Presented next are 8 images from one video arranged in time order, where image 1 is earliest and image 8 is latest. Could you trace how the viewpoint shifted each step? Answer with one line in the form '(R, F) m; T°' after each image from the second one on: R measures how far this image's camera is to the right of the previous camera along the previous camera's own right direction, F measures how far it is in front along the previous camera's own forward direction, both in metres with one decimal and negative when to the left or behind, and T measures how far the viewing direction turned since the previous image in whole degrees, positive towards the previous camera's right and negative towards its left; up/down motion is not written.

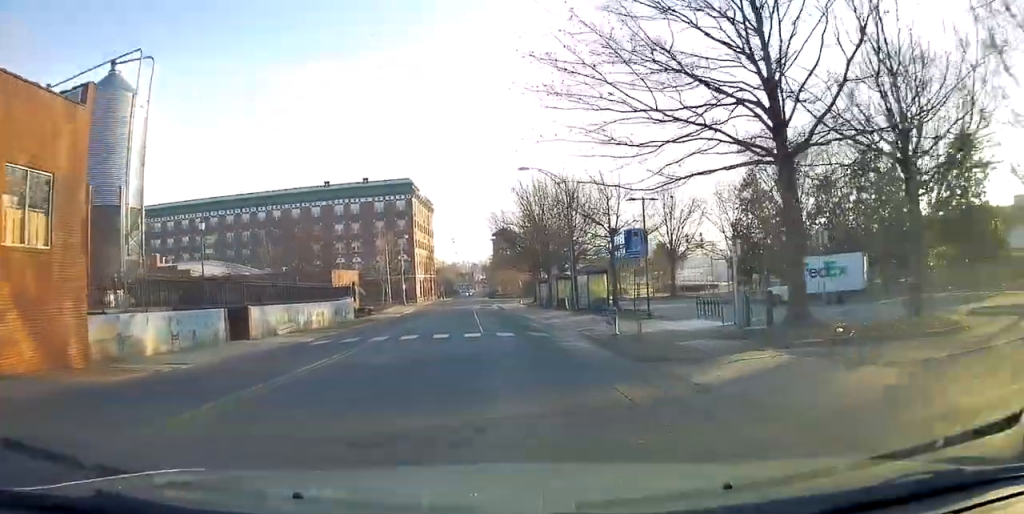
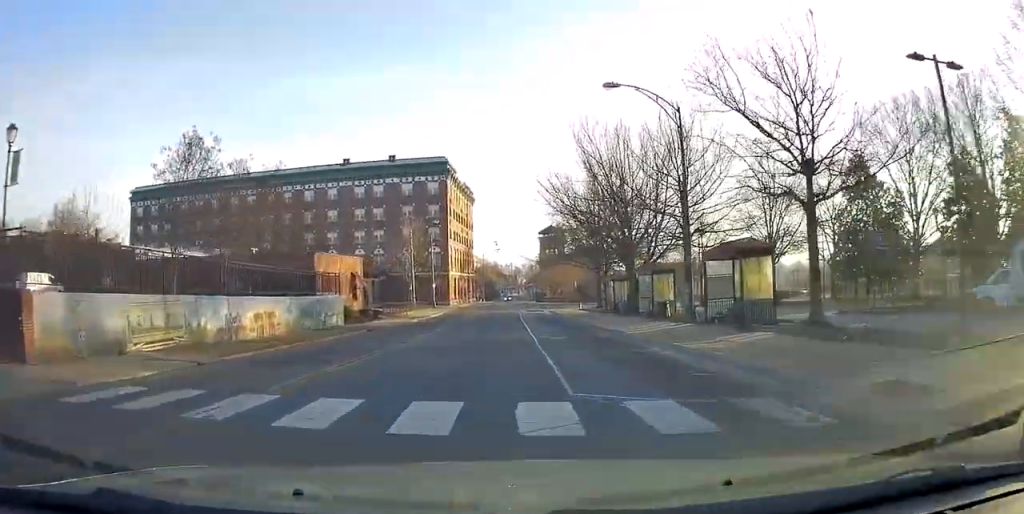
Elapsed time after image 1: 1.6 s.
(-0.5, +17.6) m; -2°
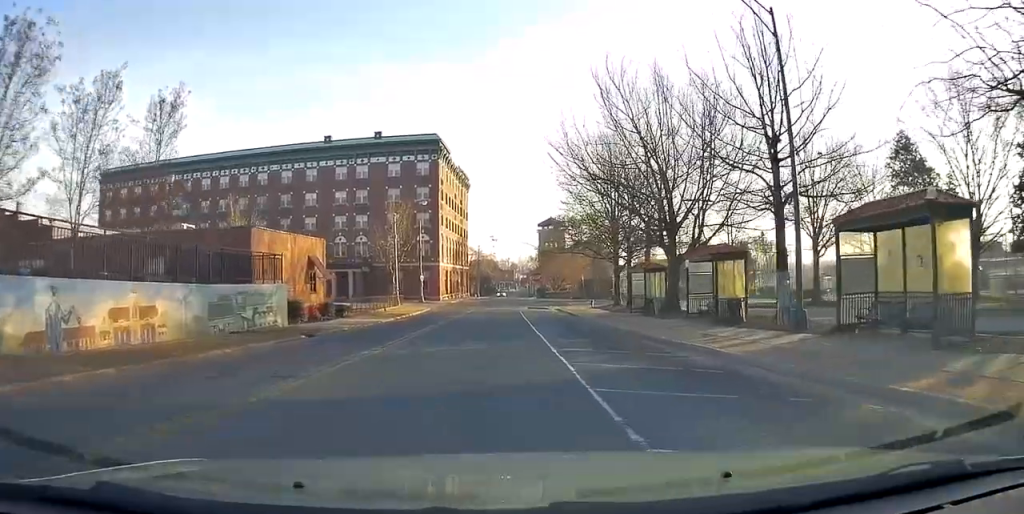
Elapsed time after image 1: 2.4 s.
(0.0, +9.7) m; -1°
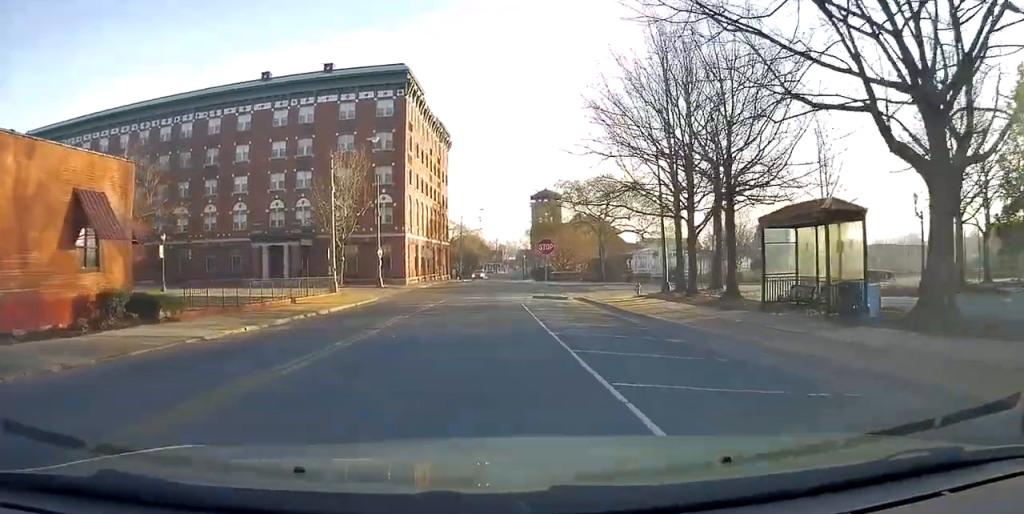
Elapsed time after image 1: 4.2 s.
(-0.2, +19.7) m; +1°
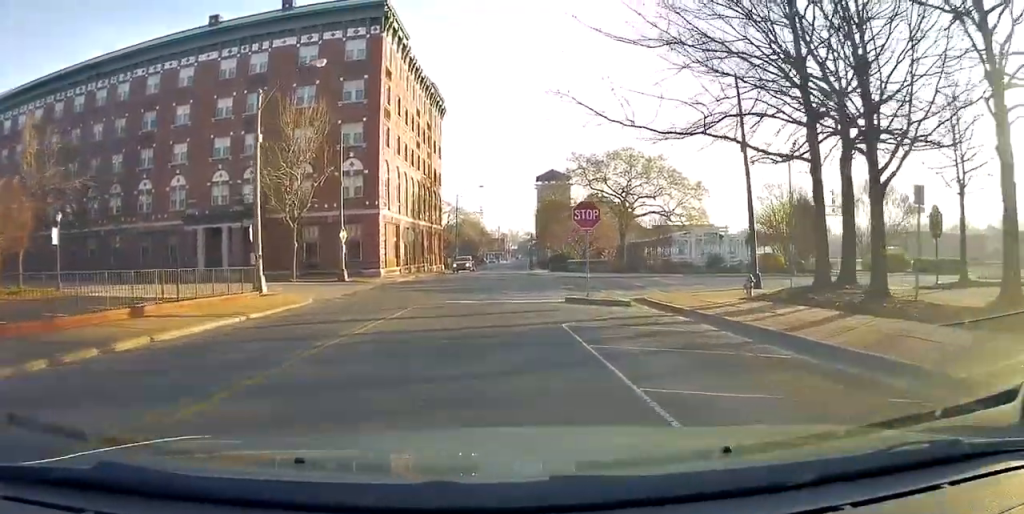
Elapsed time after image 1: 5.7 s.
(+0.1, +15.3) m; -1°
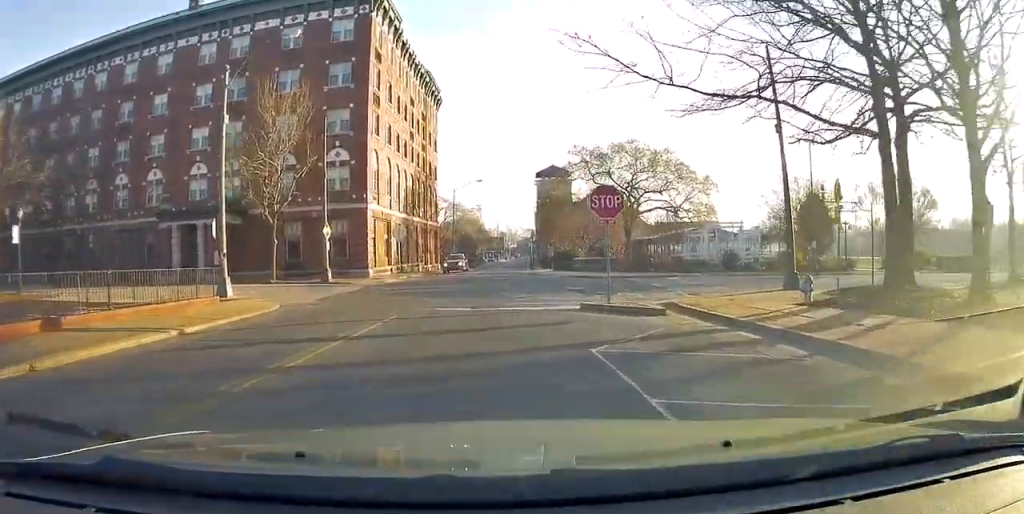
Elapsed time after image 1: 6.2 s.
(0.0, +4.2) m; 0°
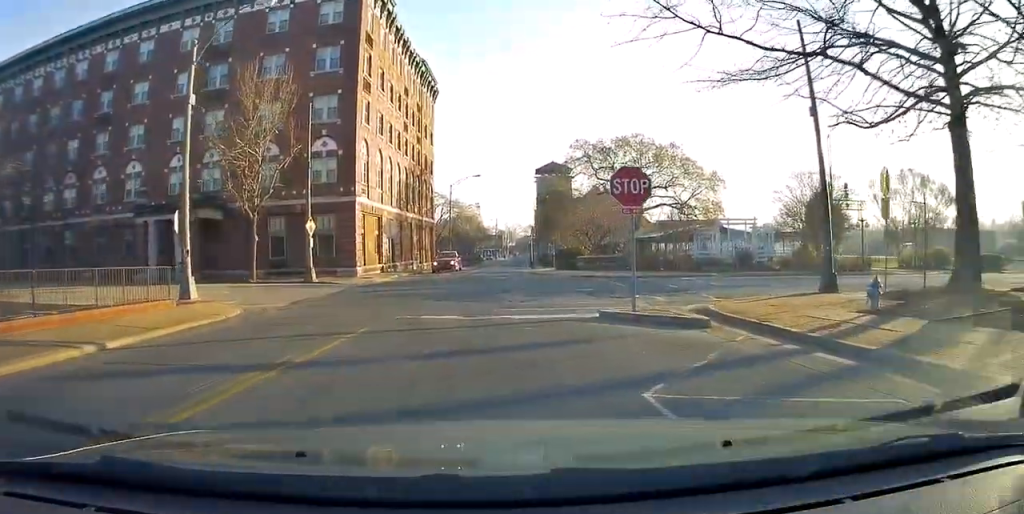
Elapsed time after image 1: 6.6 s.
(+0.1, +3.2) m; 0°
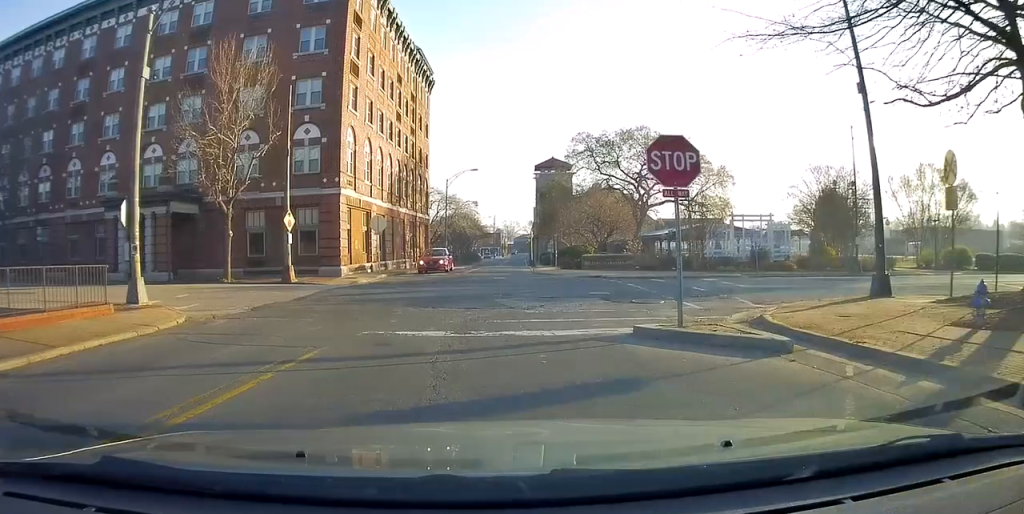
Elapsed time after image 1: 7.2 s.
(0.0, +3.5) m; 0°
